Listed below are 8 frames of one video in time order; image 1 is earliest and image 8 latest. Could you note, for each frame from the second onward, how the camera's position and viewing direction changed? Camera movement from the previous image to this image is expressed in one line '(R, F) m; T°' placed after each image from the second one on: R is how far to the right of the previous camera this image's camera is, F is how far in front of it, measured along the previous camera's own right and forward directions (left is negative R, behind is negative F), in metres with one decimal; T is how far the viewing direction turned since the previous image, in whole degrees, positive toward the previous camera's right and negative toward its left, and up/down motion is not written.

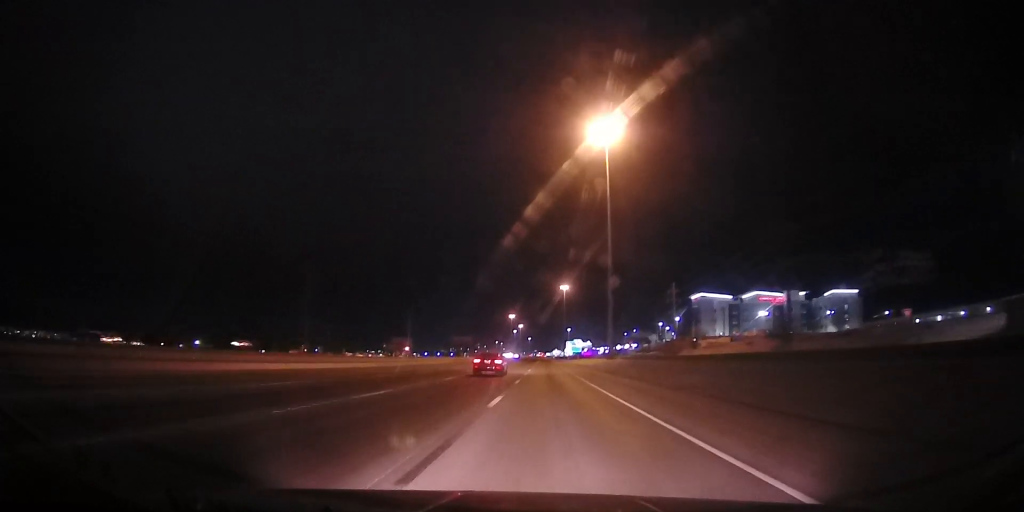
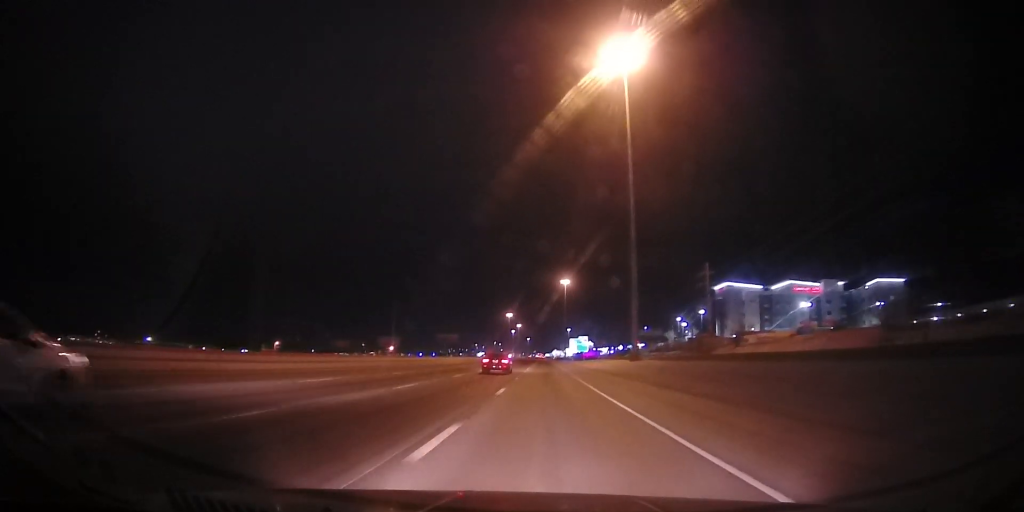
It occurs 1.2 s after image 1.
(0.0, +31.3) m; 0°
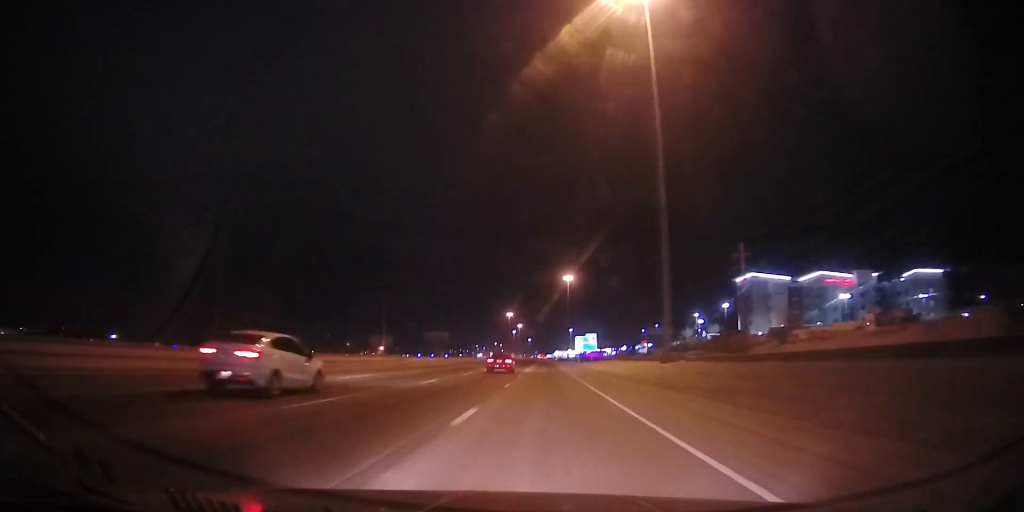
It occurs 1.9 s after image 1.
(+0.1, +20.6) m; 0°
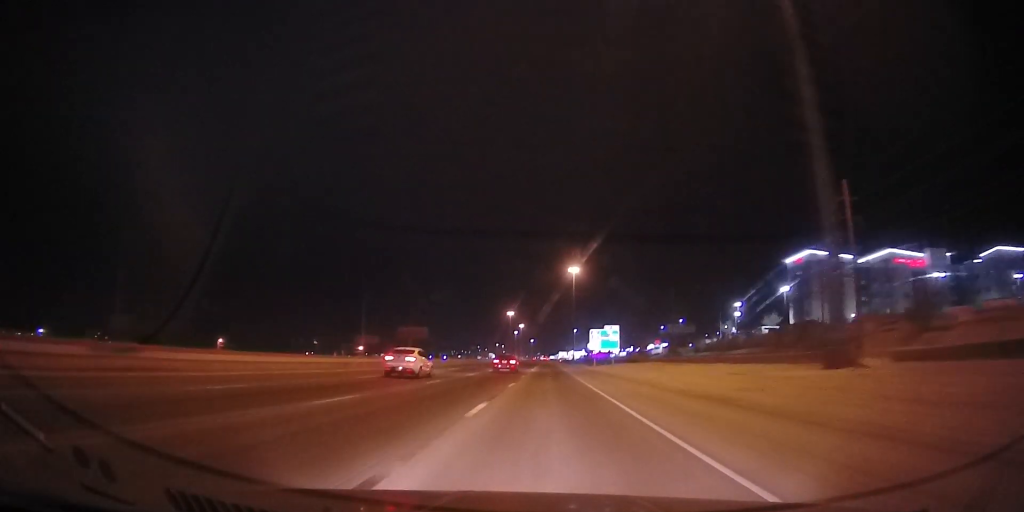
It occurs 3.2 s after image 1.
(-0.4, +34.9) m; 0°
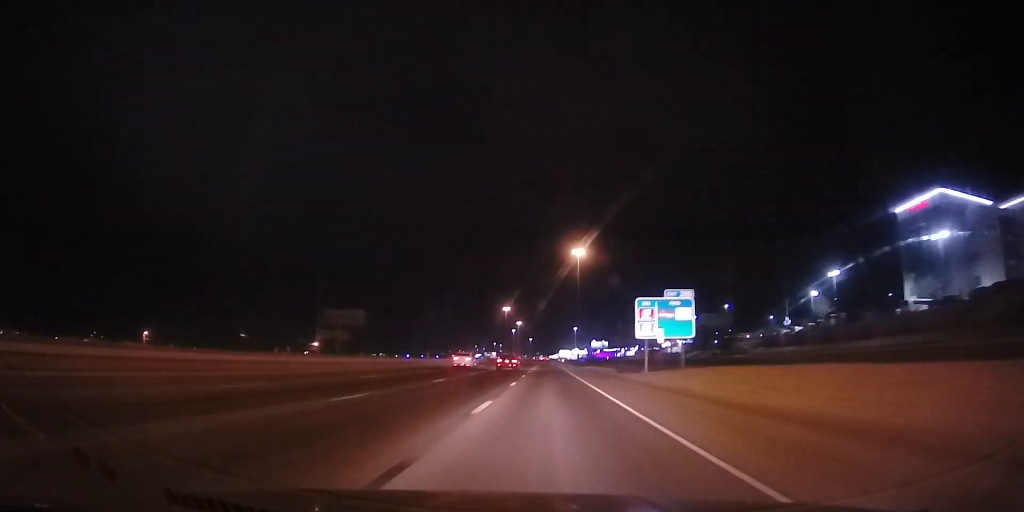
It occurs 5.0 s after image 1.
(+0.5, +47.5) m; 0°
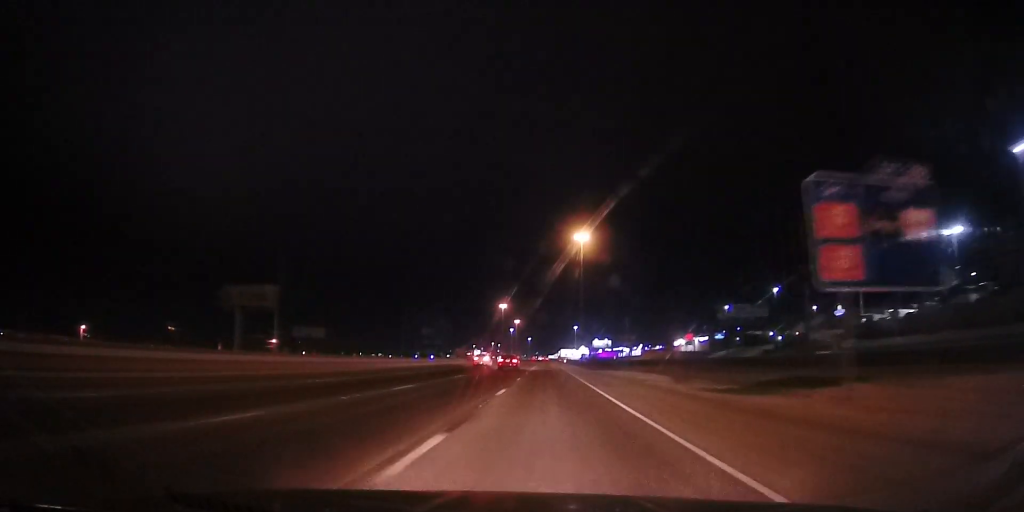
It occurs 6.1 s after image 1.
(-0.2, +30.6) m; 0°
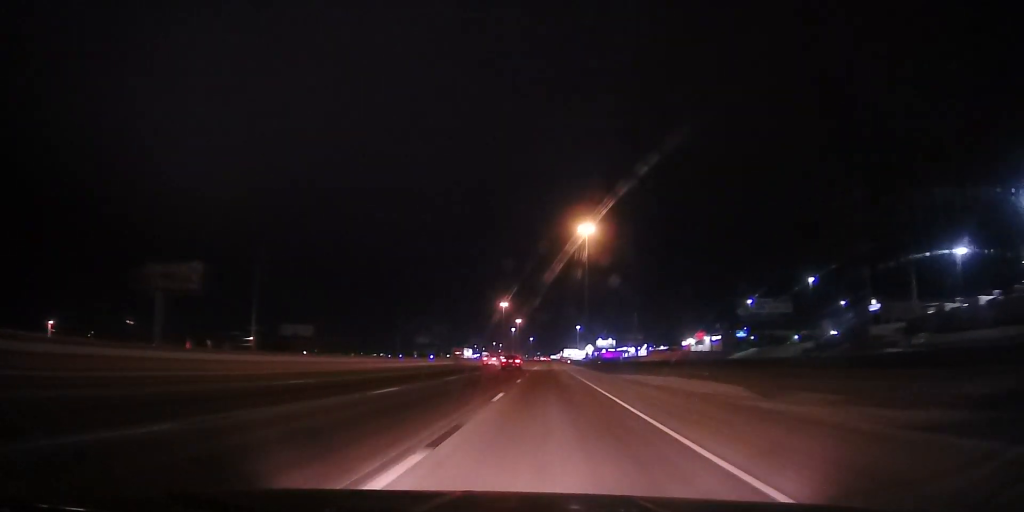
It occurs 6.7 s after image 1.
(0.0, +14.4) m; 0°
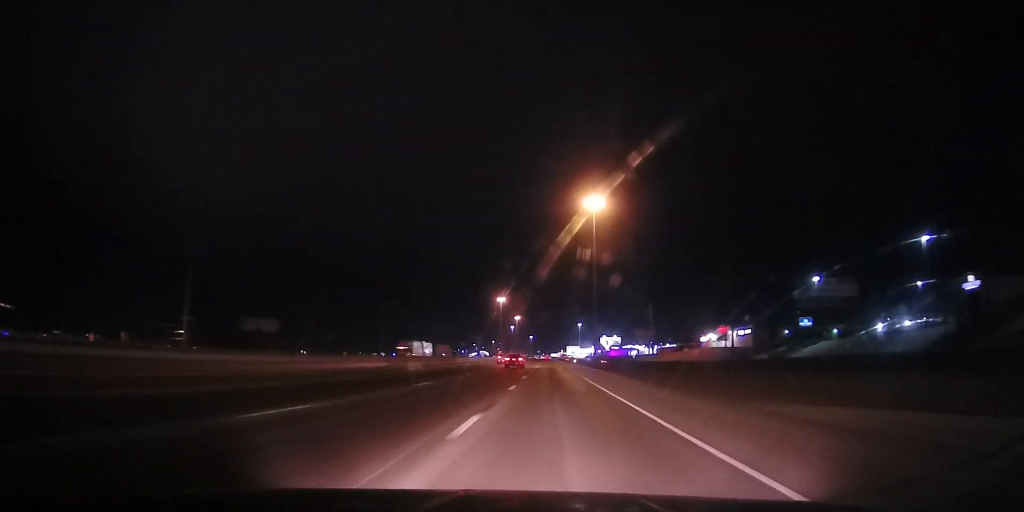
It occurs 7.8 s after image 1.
(+0.1, +31.6) m; -1°
